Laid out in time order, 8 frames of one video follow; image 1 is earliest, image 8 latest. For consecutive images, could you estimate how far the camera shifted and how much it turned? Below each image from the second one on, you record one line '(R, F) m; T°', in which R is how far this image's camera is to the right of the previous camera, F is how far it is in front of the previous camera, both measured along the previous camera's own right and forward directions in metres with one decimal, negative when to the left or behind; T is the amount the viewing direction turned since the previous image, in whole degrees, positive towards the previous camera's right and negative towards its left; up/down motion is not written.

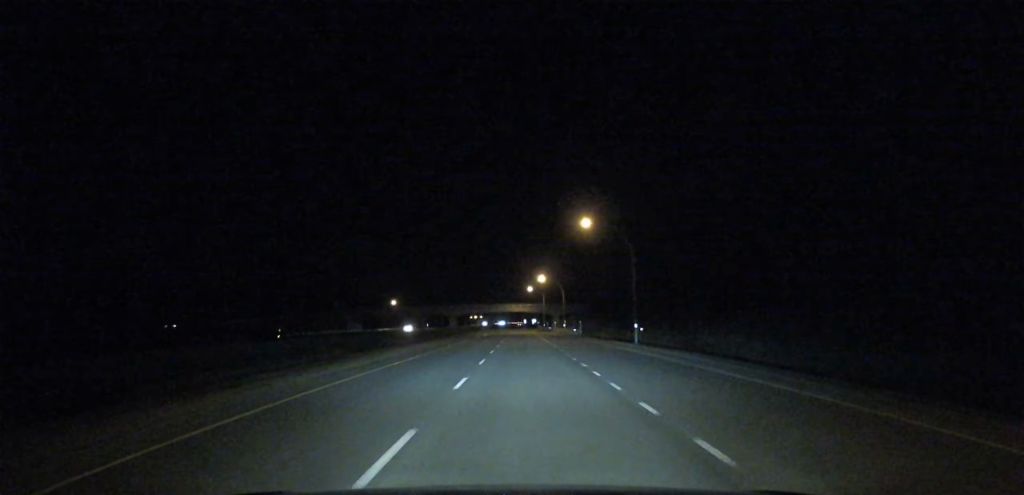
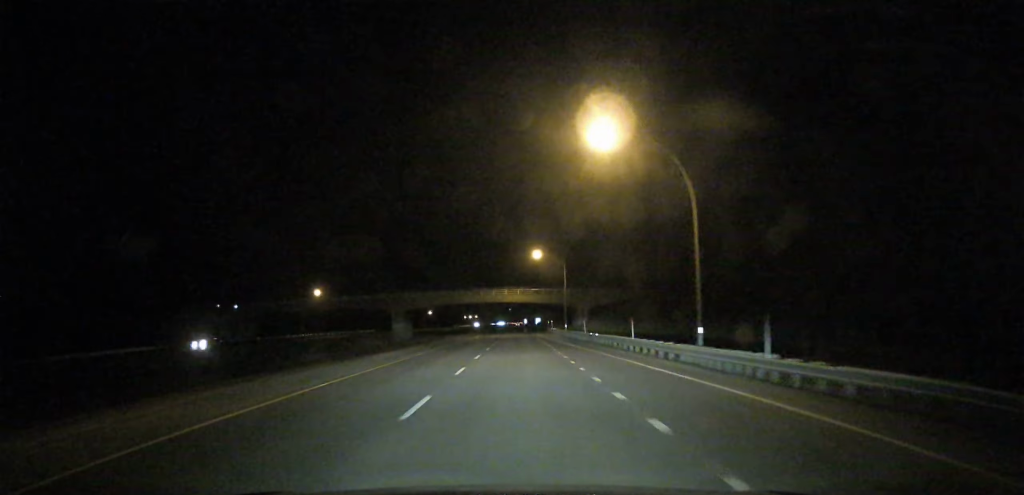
(-0.1, +85.9) m; 0°
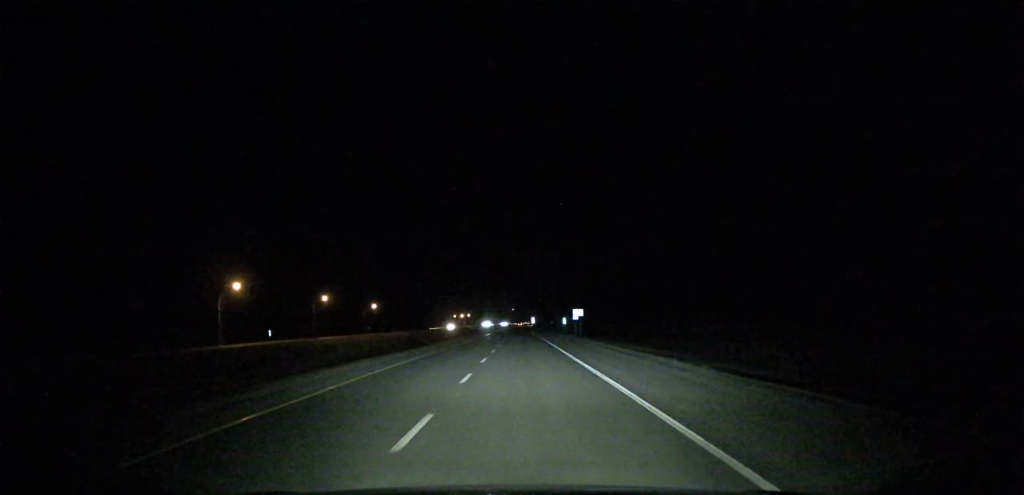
(-0.2, +158.5) m; 0°
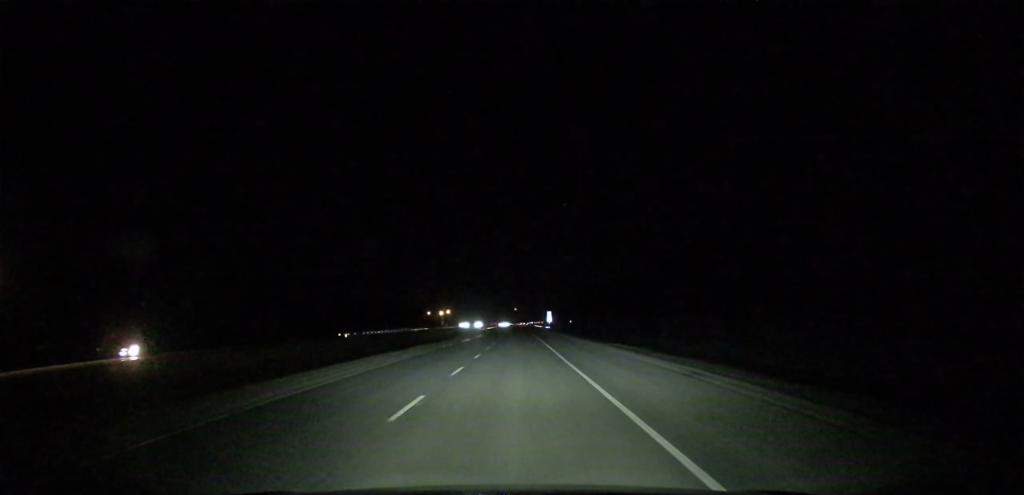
(0.0, +177.5) m; 0°
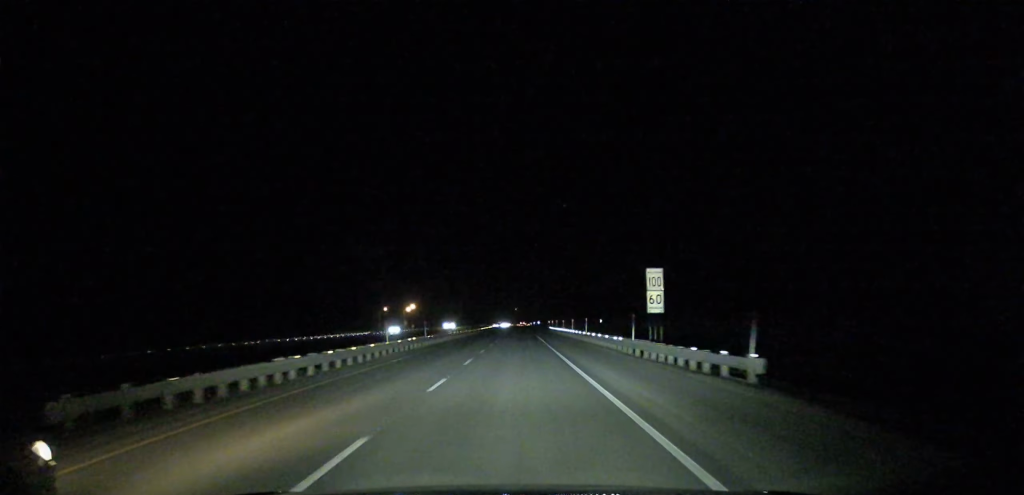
(0.0, +131.0) m; 0°
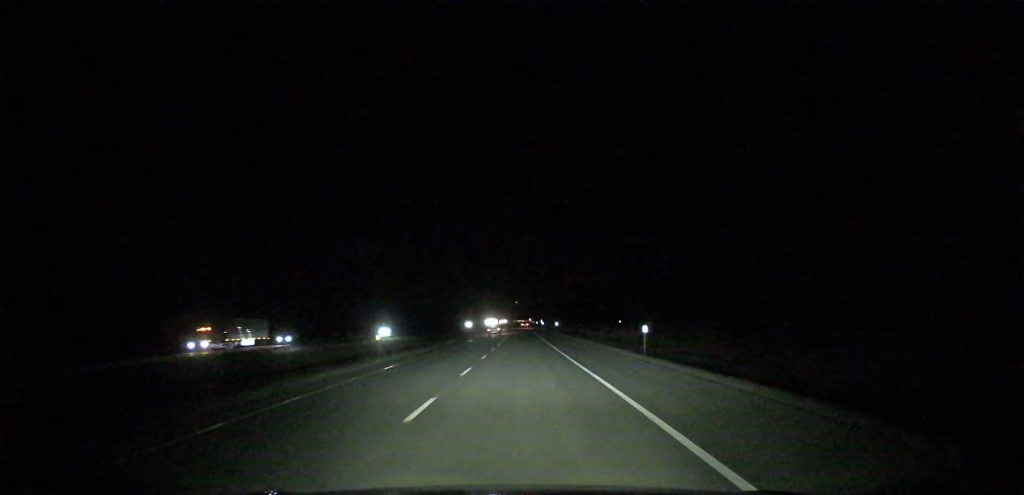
(-0.7, +512.1) m; 0°
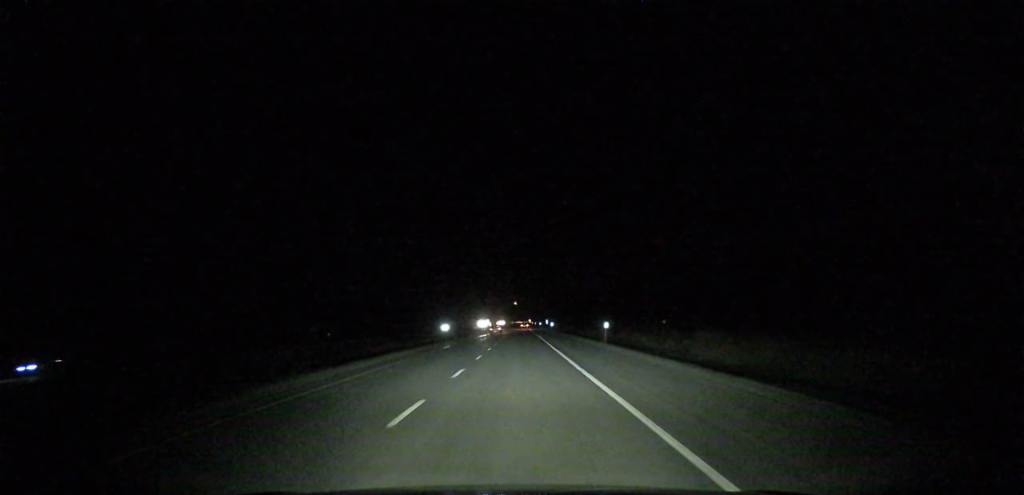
(+0.2, +80.4) m; 0°
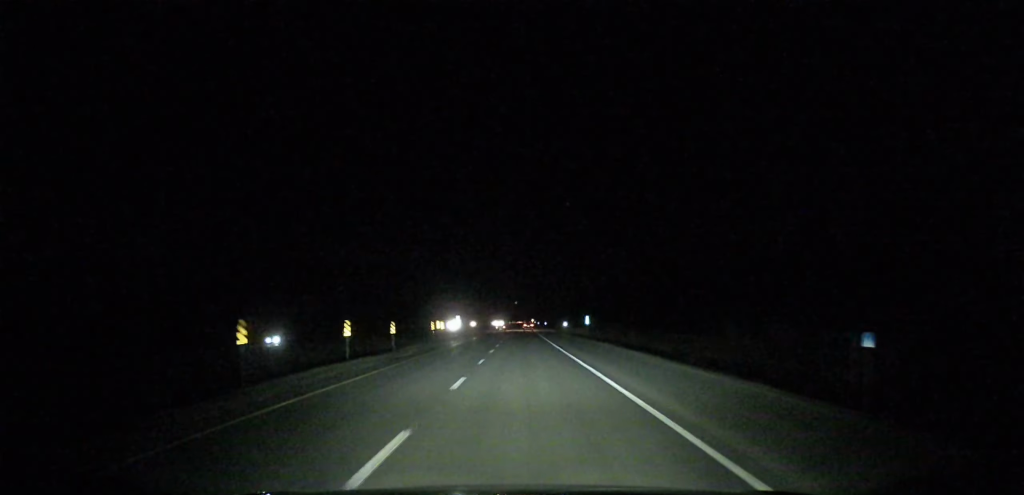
(+0.1, +135.4) m; 0°
